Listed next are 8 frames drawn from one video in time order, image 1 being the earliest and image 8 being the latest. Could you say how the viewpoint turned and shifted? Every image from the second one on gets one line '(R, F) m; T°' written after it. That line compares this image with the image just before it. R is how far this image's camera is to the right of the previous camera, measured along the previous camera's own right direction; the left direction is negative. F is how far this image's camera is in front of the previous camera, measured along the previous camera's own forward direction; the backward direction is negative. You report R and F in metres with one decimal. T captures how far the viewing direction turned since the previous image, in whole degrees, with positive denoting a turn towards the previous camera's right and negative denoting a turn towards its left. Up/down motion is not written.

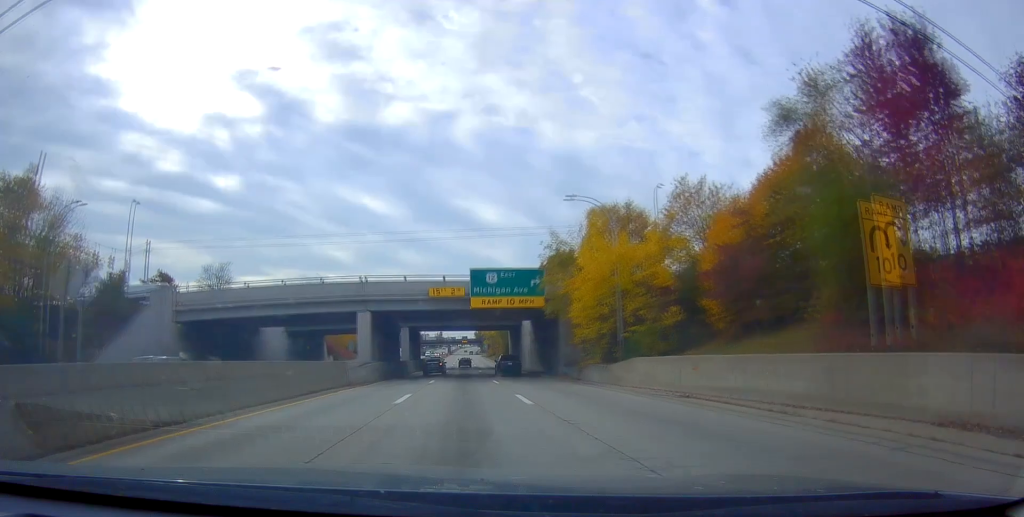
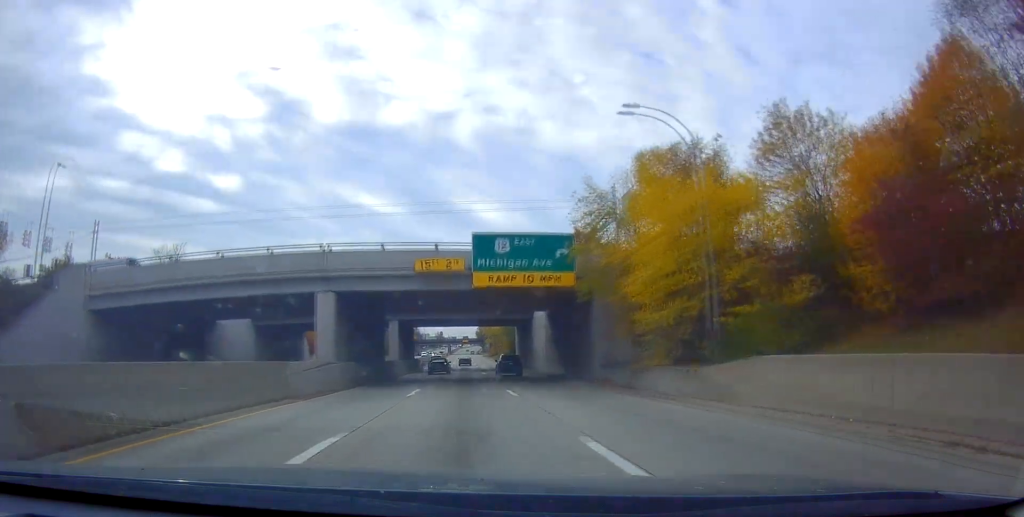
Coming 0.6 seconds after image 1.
(-0.1, +11.5) m; 0°
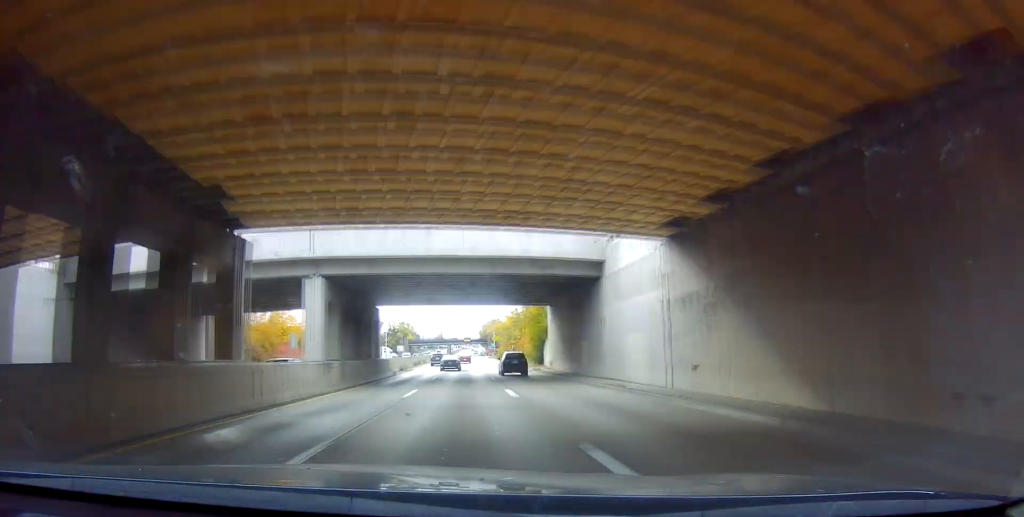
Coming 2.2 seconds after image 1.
(+1.1, +30.5) m; +1°
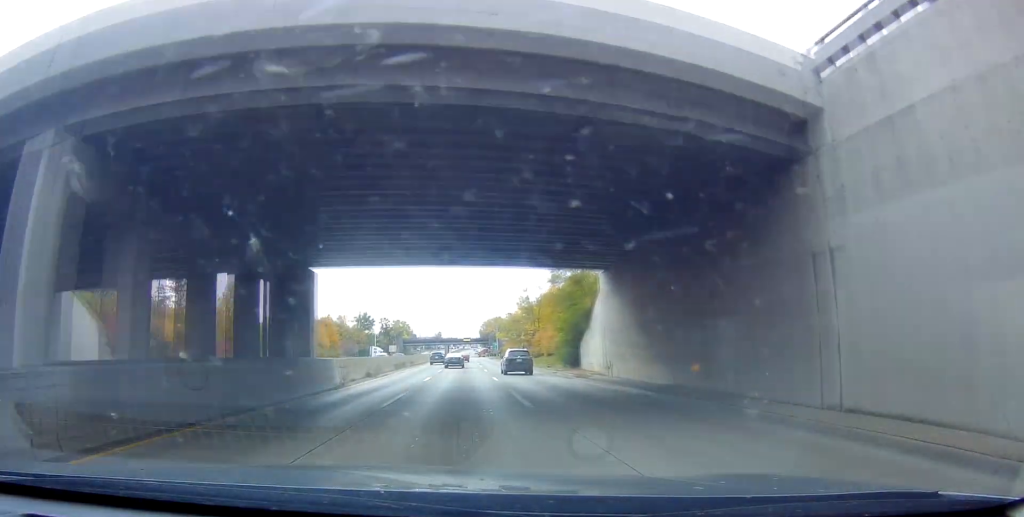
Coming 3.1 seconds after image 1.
(-1.0, +19.0) m; -2°
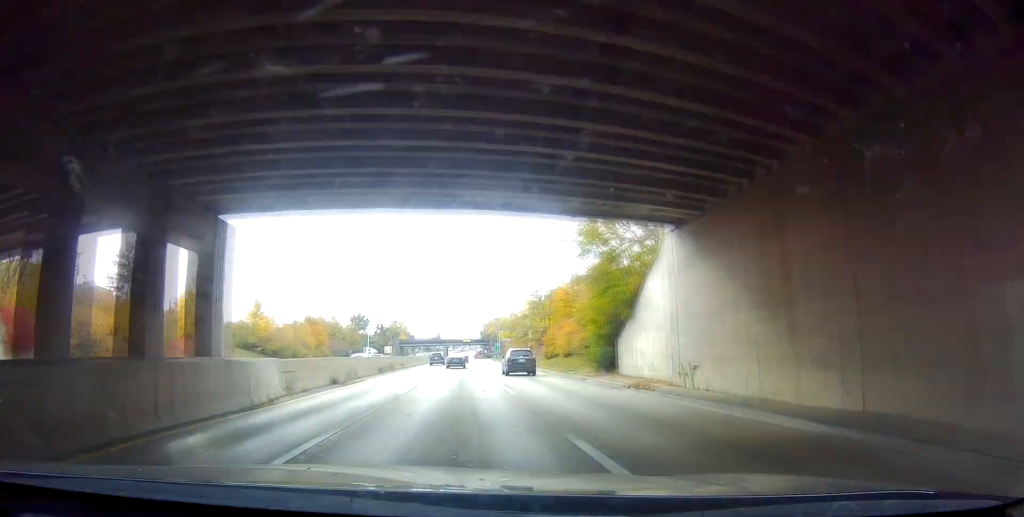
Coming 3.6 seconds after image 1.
(+0.1, +9.9) m; 0°
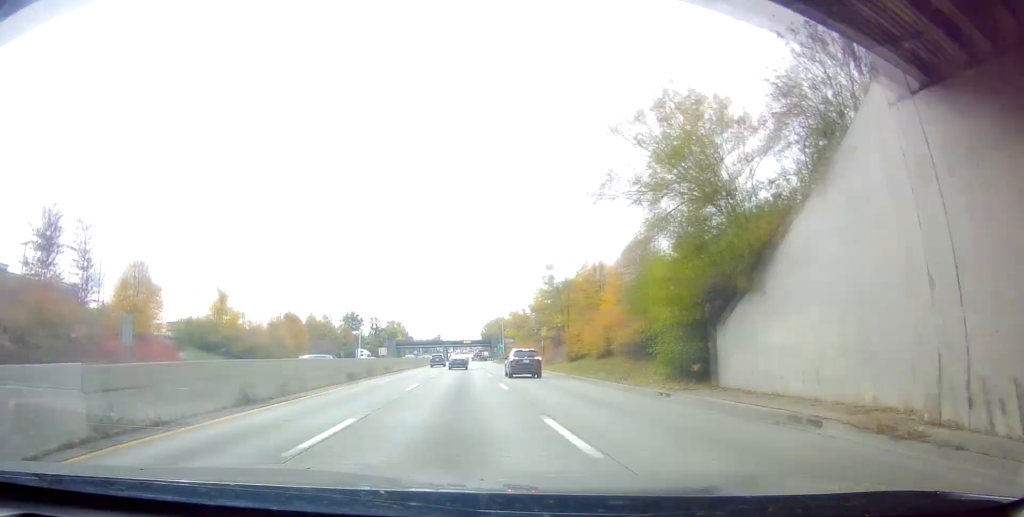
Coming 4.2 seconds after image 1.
(+0.1, +11.9) m; +1°
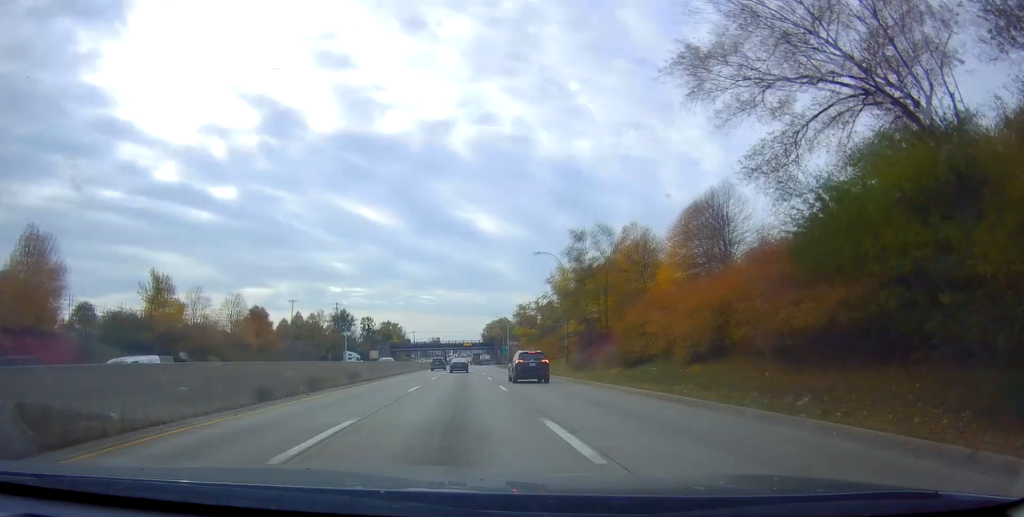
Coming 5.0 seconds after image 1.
(+0.1, +14.9) m; 0°
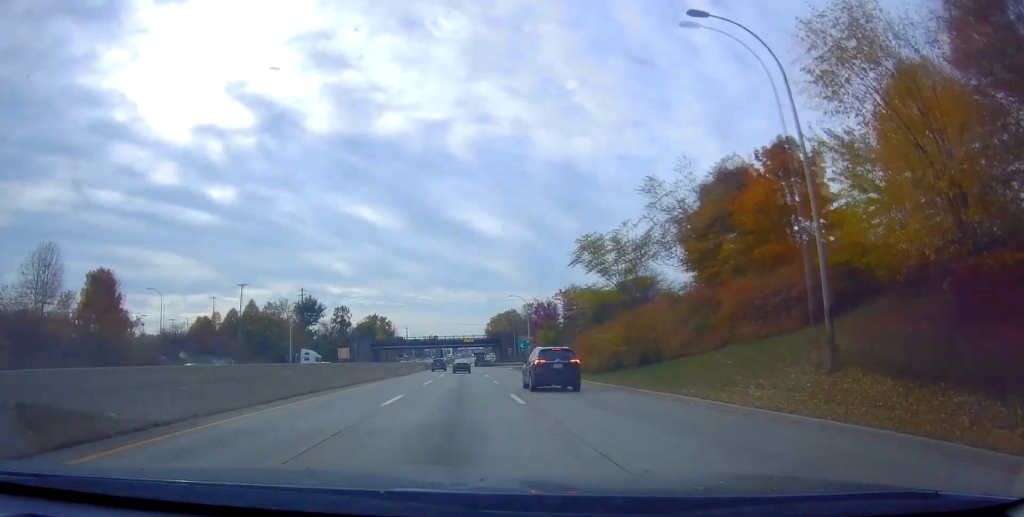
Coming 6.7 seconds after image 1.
(+0.5, +36.2) m; +1°
